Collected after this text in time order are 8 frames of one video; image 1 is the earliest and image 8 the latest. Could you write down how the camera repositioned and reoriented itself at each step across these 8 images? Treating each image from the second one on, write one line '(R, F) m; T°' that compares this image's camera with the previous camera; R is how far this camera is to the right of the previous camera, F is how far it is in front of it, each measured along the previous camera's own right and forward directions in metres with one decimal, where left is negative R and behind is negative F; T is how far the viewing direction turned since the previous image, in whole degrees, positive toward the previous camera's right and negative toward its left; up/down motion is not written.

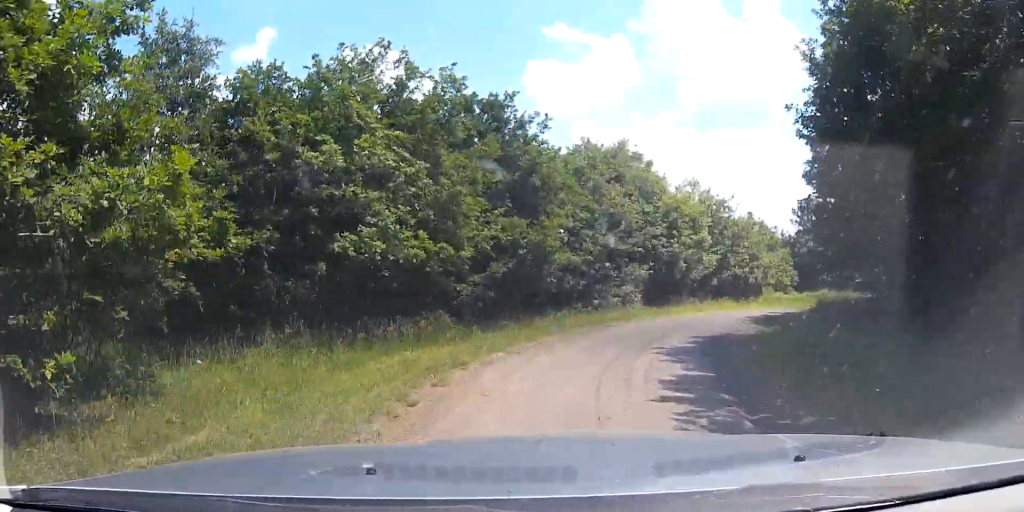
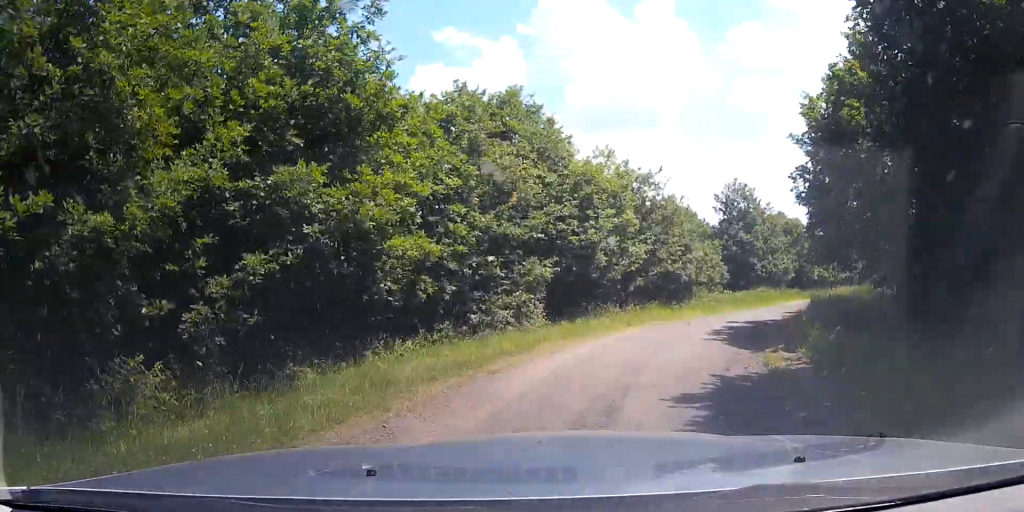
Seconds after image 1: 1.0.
(+0.9, +8.1) m; +14°
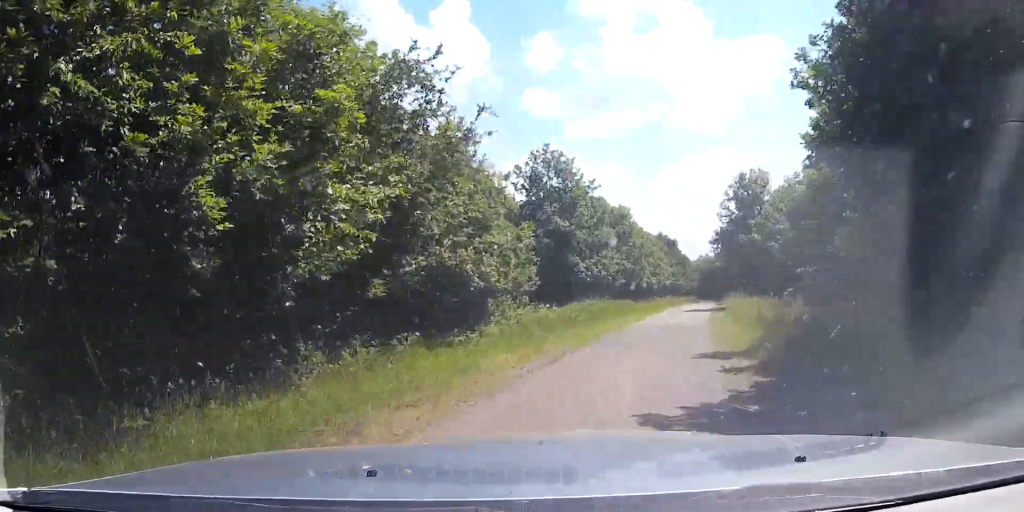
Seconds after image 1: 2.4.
(+2.2, +13.7) m; +13°
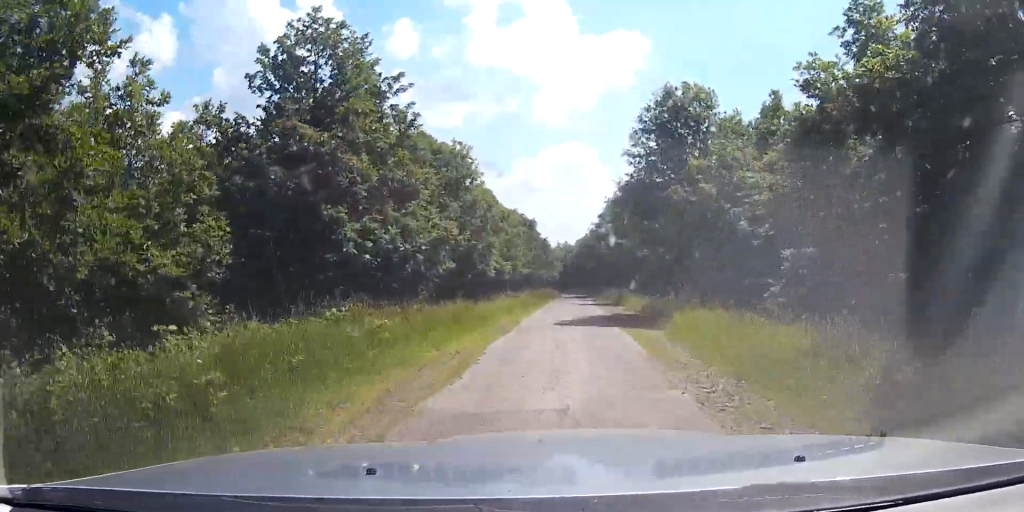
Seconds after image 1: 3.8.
(+1.1, +16.6) m; +8°
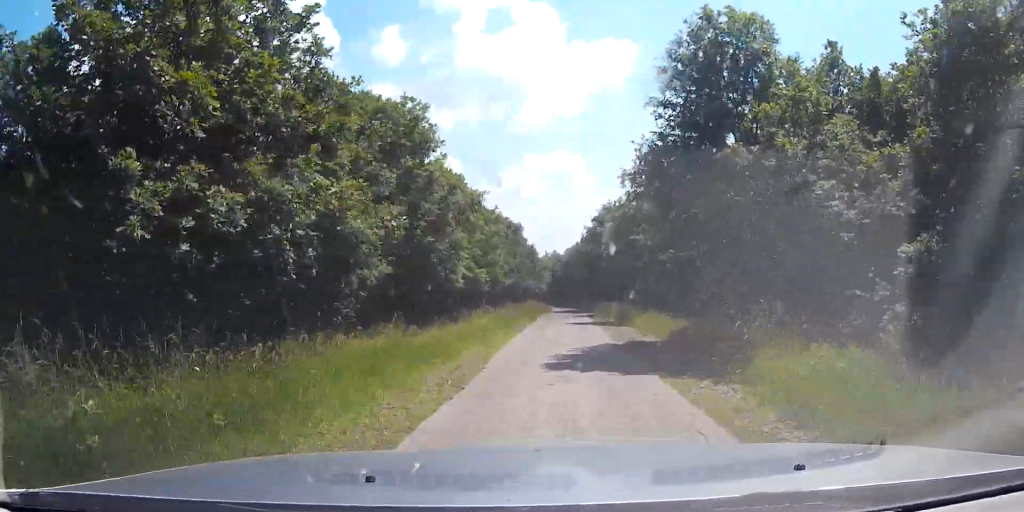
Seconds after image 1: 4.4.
(+0.2, +7.4) m; +3°
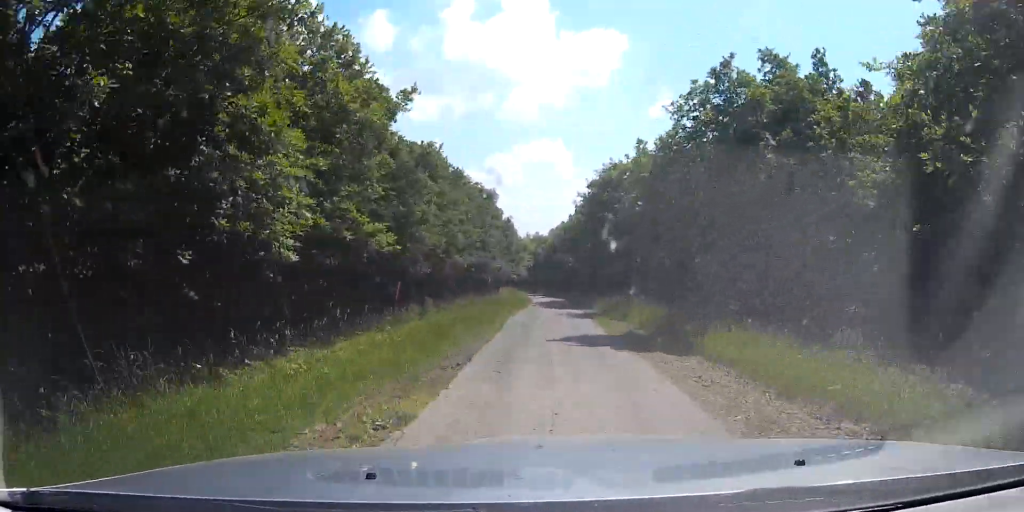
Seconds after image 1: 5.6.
(+0.4, +15.0) m; +1°
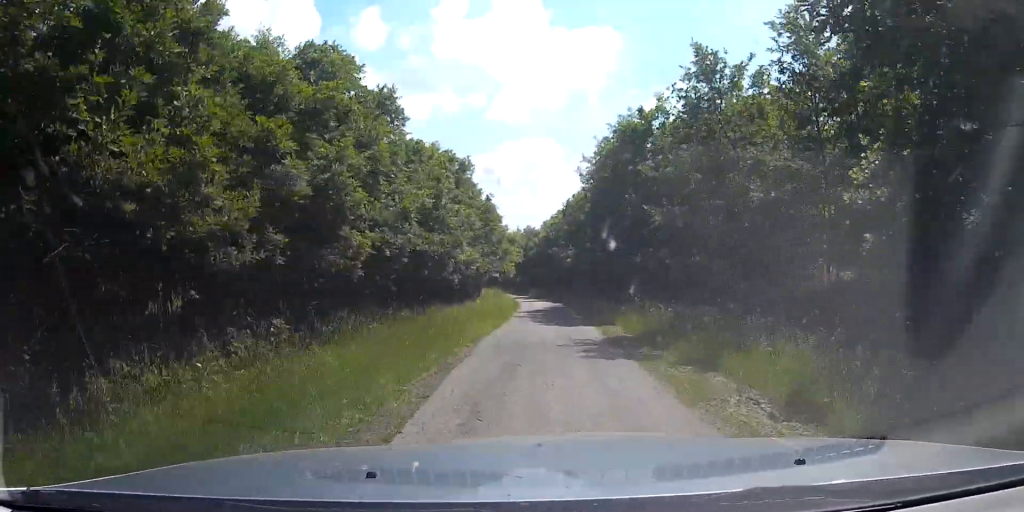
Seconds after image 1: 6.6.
(-0.1, +13.4) m; -2°
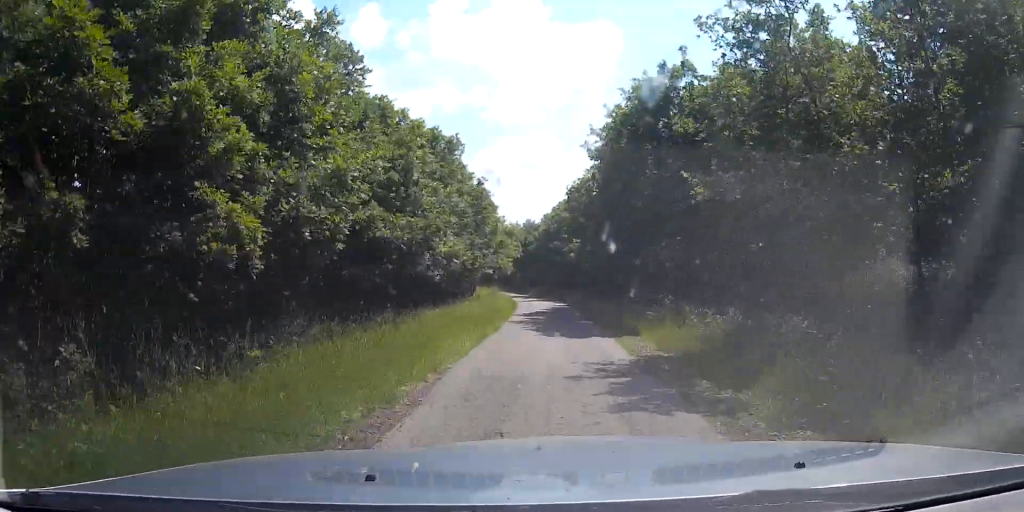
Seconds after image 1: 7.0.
(-0.2, +5.2) m; 0°
